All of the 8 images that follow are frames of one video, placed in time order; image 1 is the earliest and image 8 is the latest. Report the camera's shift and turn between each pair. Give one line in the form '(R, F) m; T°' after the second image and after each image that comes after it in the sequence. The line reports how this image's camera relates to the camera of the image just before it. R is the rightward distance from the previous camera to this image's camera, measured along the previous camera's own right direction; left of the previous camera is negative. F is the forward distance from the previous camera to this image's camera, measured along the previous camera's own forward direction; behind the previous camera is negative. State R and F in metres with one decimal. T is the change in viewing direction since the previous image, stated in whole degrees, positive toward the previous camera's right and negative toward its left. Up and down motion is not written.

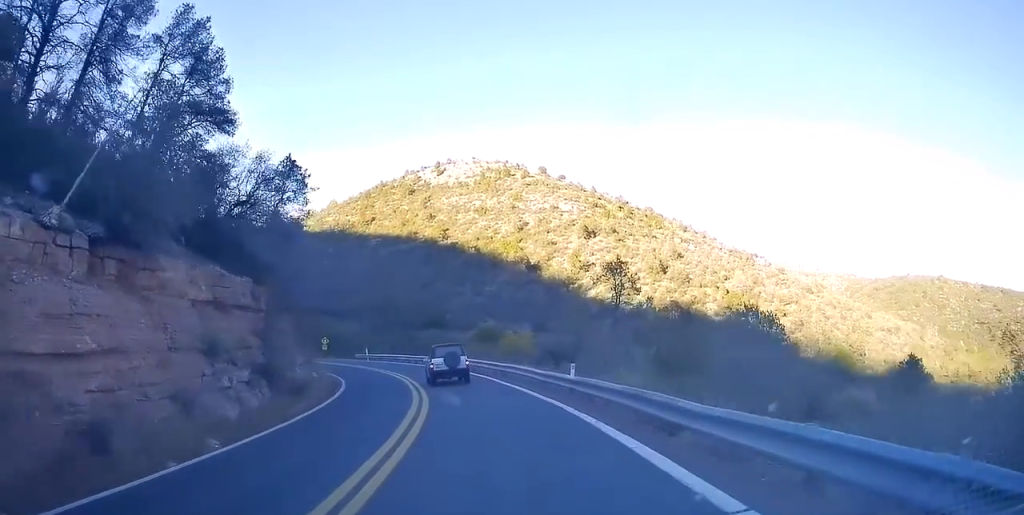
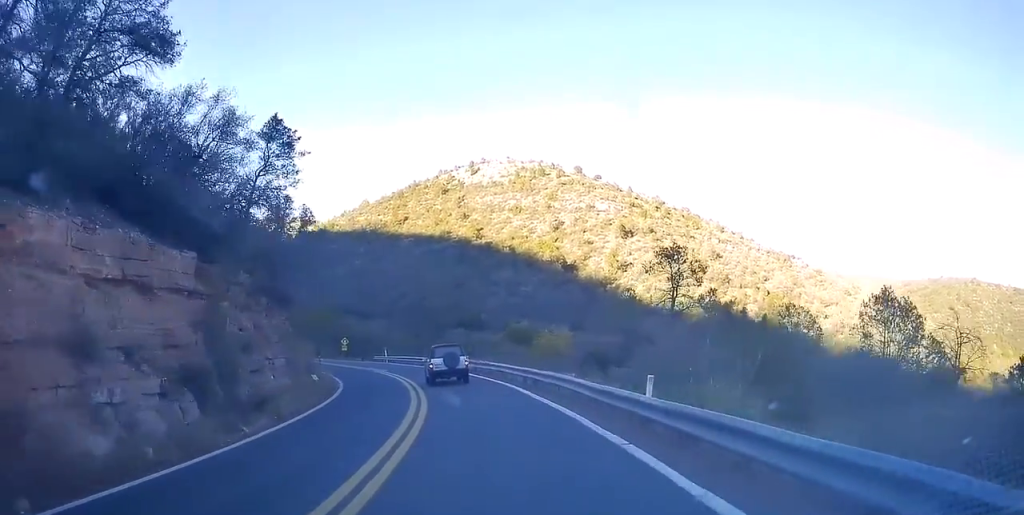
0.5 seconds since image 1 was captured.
(-0.5, +6.4) m; -5°
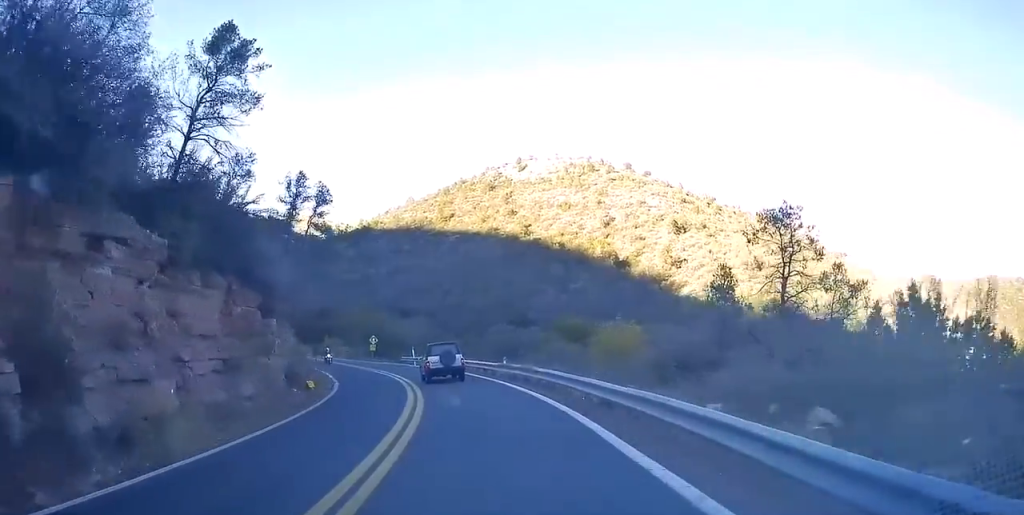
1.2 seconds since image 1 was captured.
(-0.6, +8.9) m; -7°
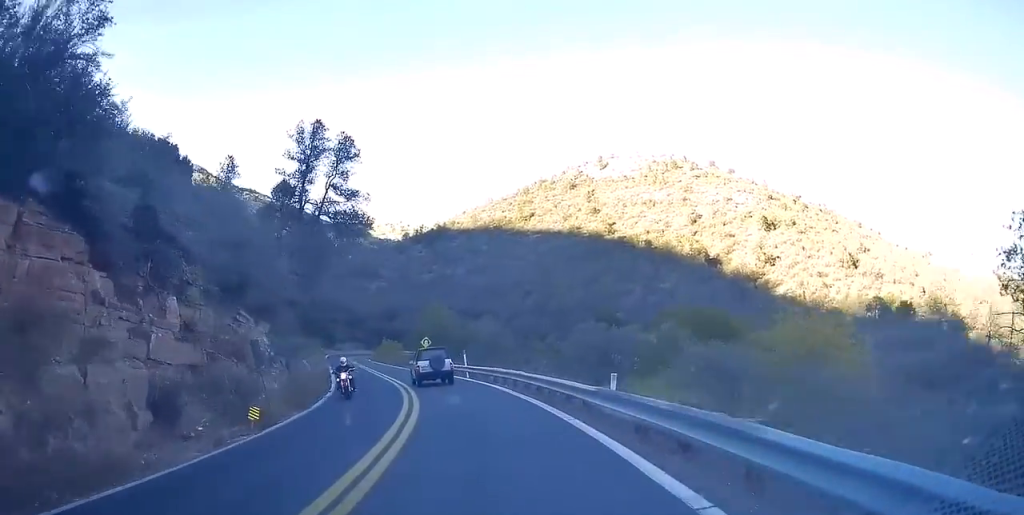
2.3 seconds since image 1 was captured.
(-1.2, +14.1) m; -10°
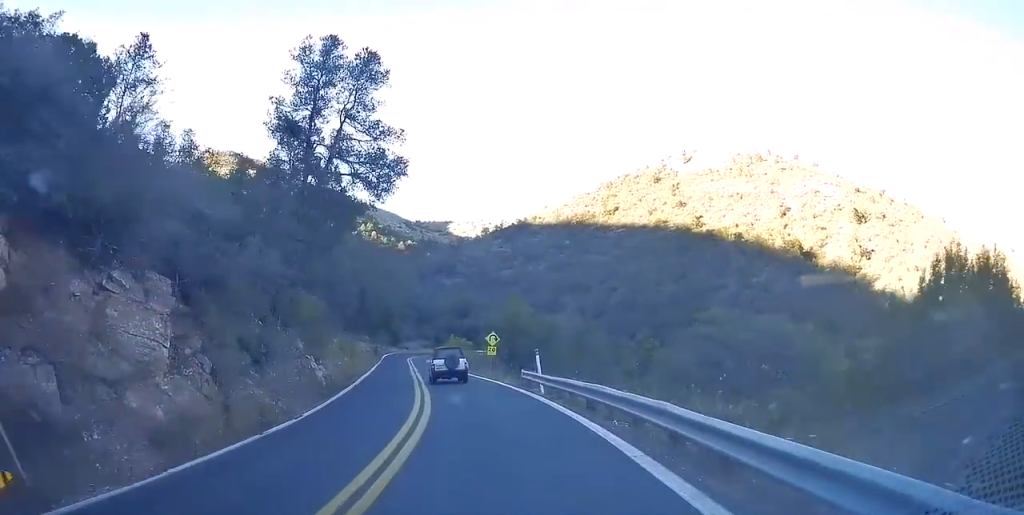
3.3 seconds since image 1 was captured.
(-0.9, +12.2) m; -6°
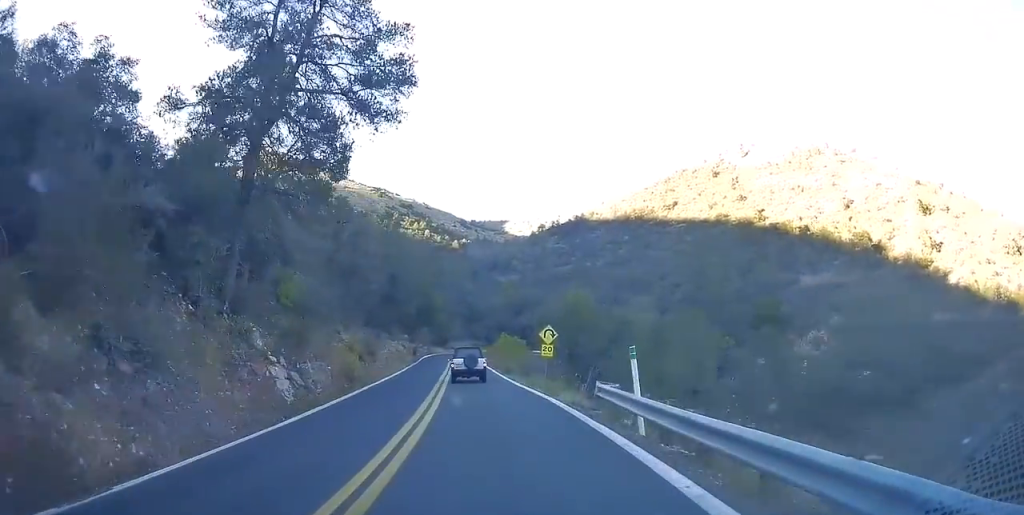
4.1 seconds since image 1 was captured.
(-0.3, +10.3) m; -3°
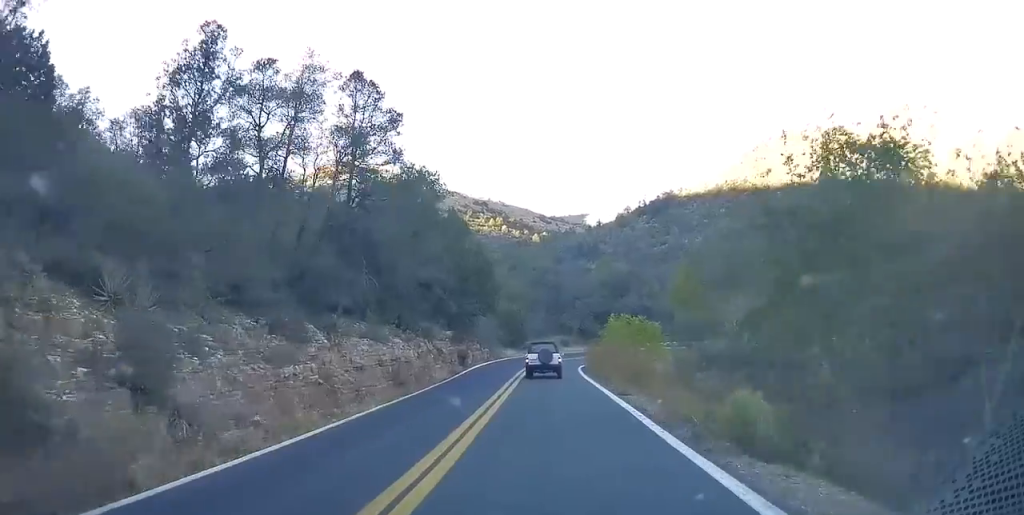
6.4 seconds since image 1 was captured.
(-3.2, +30.0) m; -10°
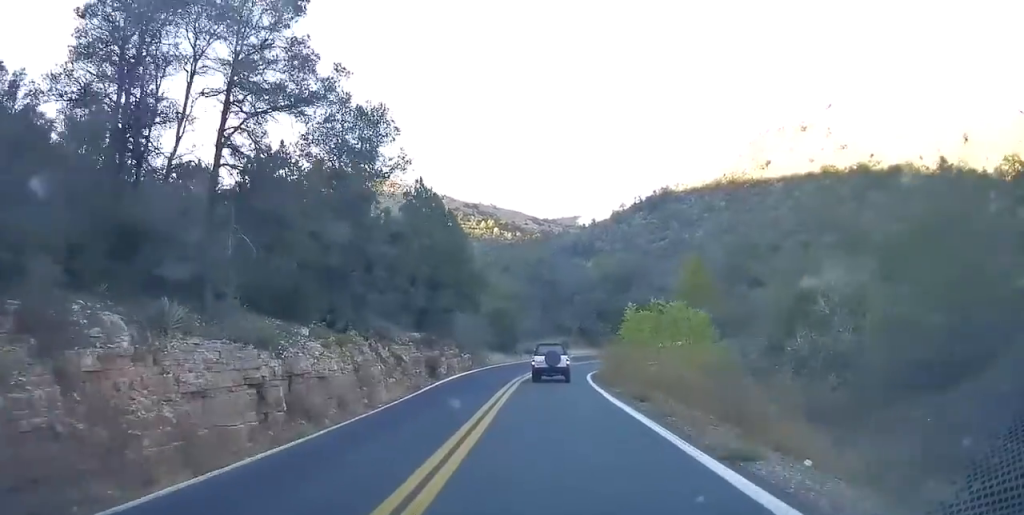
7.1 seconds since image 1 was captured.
(+0.1, +10.4) m; 0°
